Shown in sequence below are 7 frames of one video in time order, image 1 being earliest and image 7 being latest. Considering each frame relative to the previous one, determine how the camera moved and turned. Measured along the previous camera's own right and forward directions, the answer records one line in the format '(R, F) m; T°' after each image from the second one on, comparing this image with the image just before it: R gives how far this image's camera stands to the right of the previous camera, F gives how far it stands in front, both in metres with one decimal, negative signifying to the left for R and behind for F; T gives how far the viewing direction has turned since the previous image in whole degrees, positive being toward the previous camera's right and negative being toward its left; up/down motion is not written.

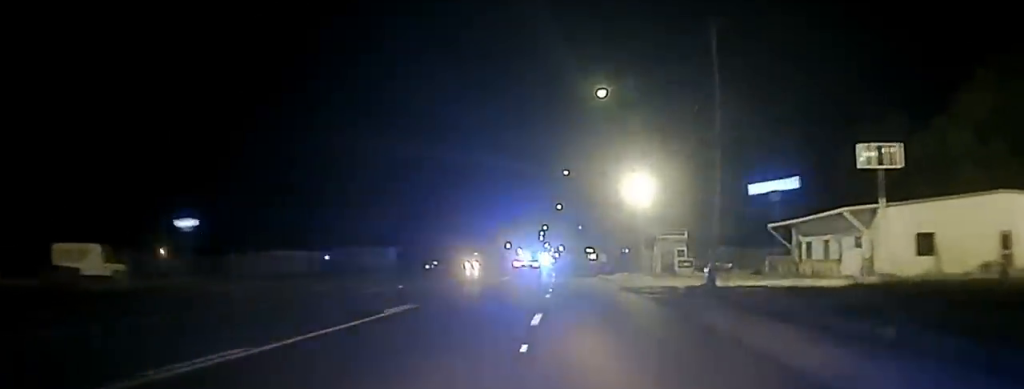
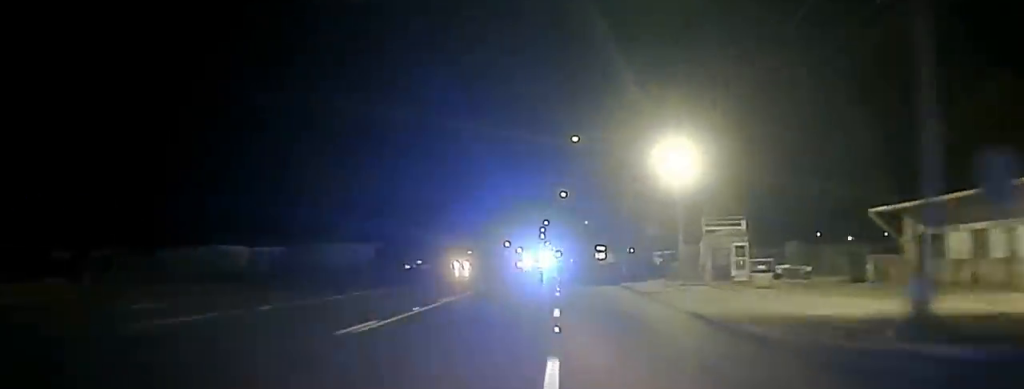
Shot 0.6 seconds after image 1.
(0.0, +19.2) m; 0°
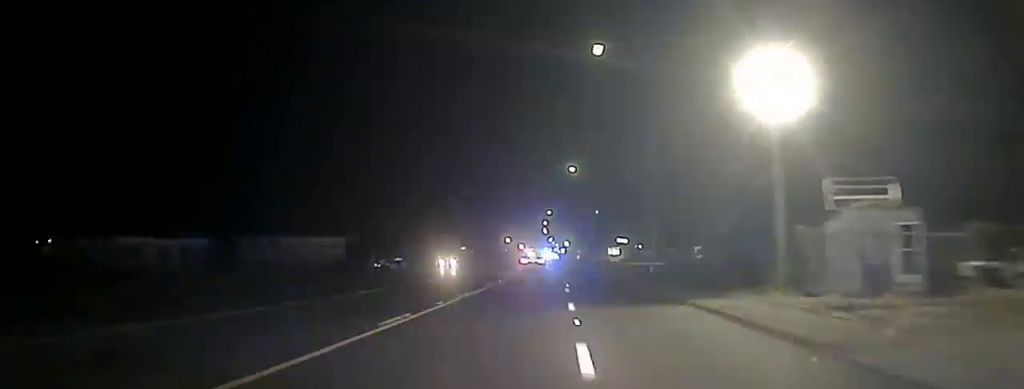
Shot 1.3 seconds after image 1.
(0.0, +23.0) m; 0°
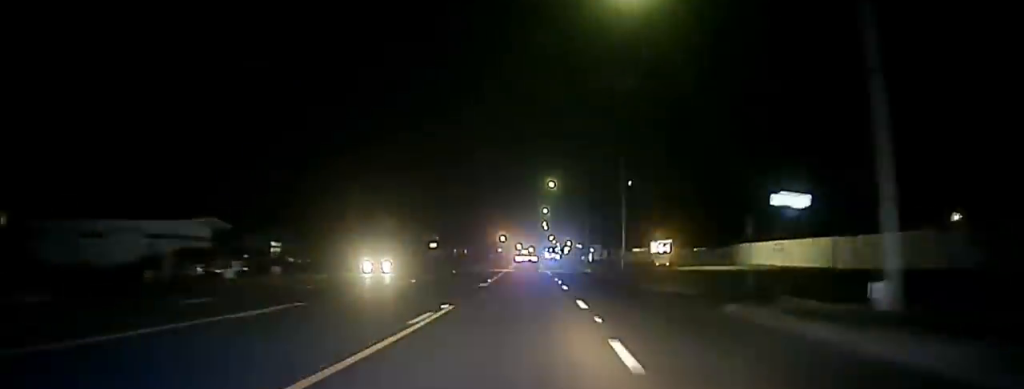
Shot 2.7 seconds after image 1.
(0.0, +44.1) m; 0°
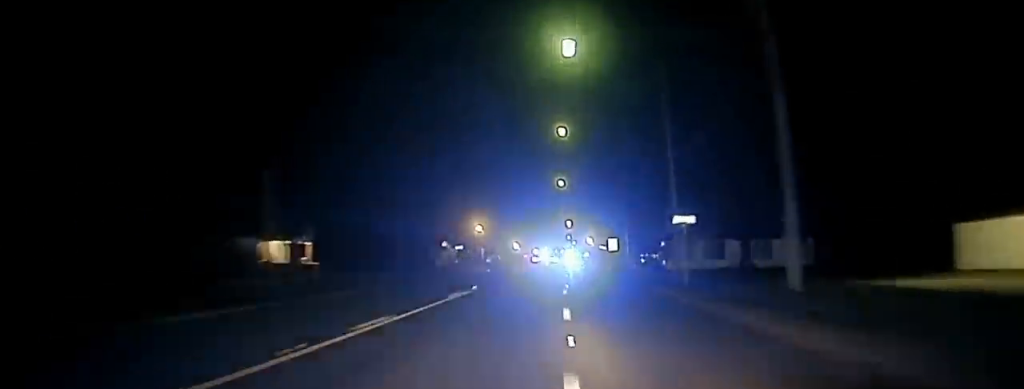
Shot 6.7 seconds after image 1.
(-0.3, +156.8) m; 0°
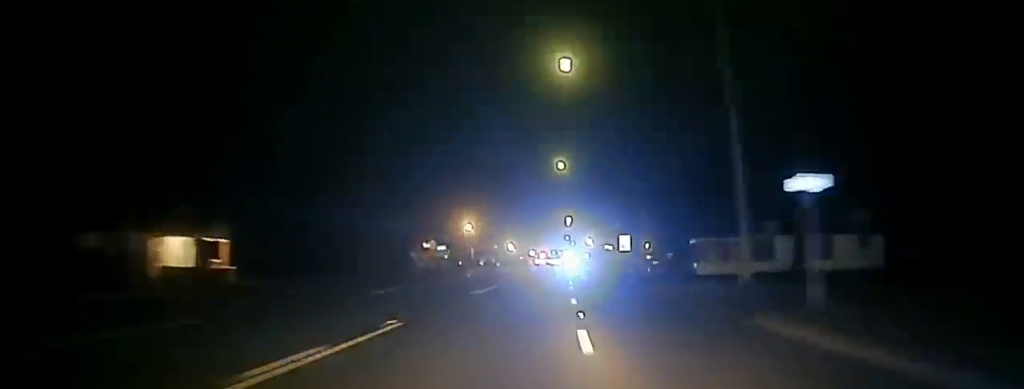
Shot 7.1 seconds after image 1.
(+0.1, +16.9) m; 0°
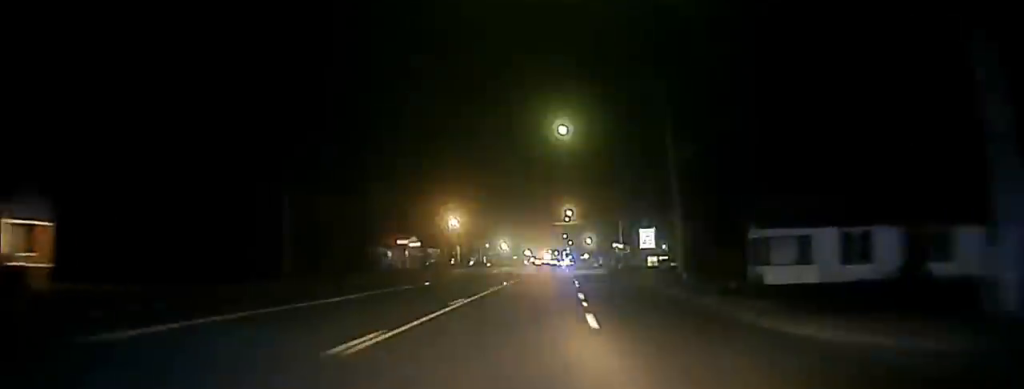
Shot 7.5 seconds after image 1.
(+0.1, +19.7) m; 0°
